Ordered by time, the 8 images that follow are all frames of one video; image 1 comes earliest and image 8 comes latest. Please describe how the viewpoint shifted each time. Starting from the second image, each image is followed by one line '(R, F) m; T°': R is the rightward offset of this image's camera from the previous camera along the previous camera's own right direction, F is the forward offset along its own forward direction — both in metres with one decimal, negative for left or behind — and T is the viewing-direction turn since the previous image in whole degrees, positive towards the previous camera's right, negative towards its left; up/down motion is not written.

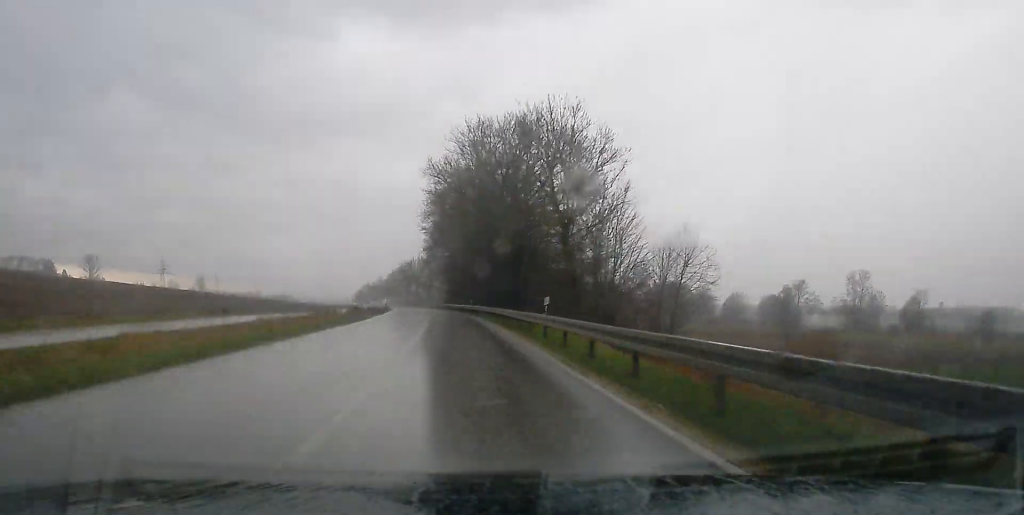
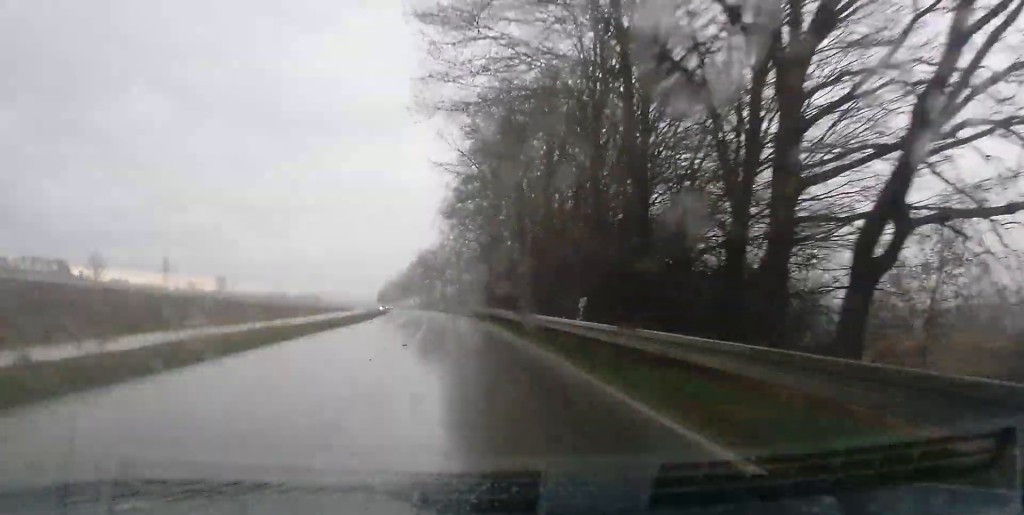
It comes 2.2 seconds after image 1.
(-1.2, +53.3) m; -2°
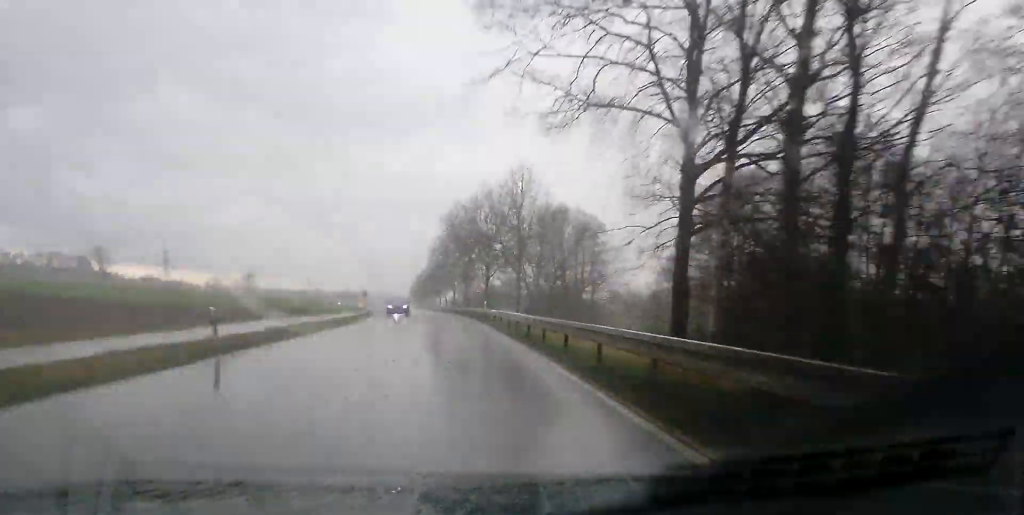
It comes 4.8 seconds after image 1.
(-1.0, +65.0) m; -3°
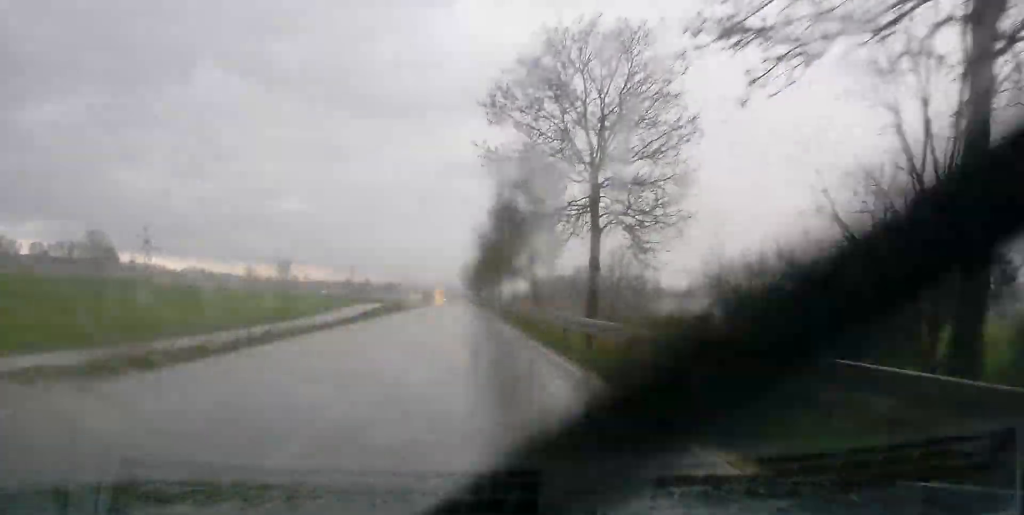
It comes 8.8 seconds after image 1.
(-4.2, +98.7) m; -4°
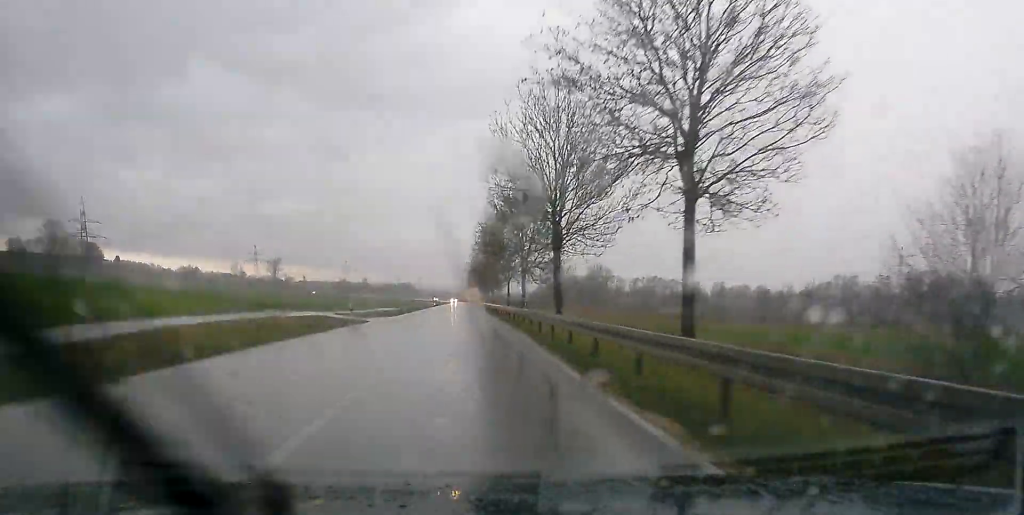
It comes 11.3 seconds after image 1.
(-0.6, +61.9) m; -1°
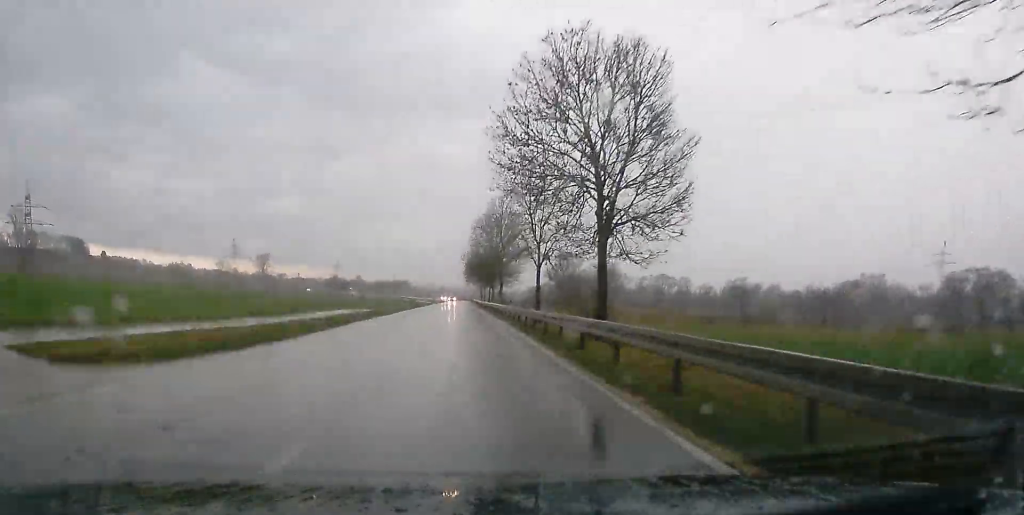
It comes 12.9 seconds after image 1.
(-0.2, +38.9) m; 0°
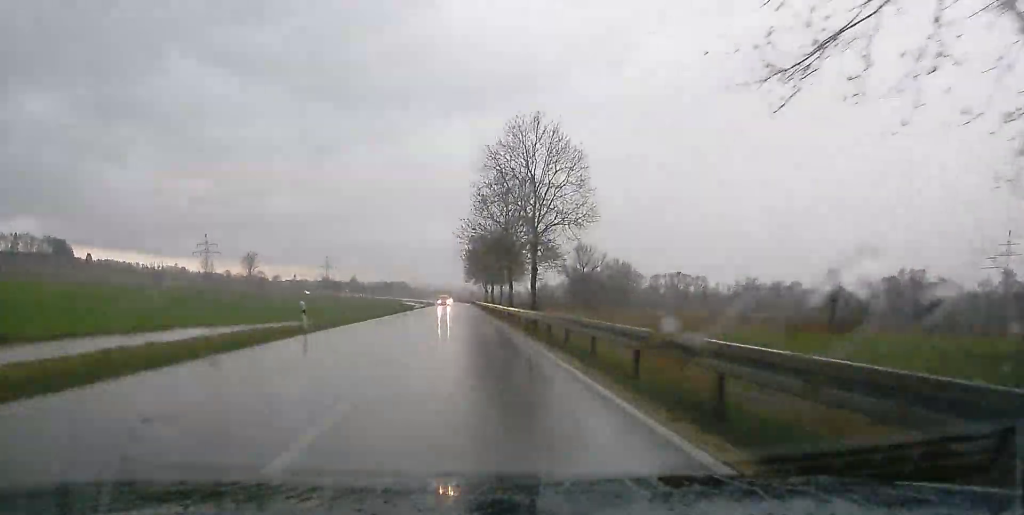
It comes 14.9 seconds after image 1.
(0.0, +46.4) m; 0°
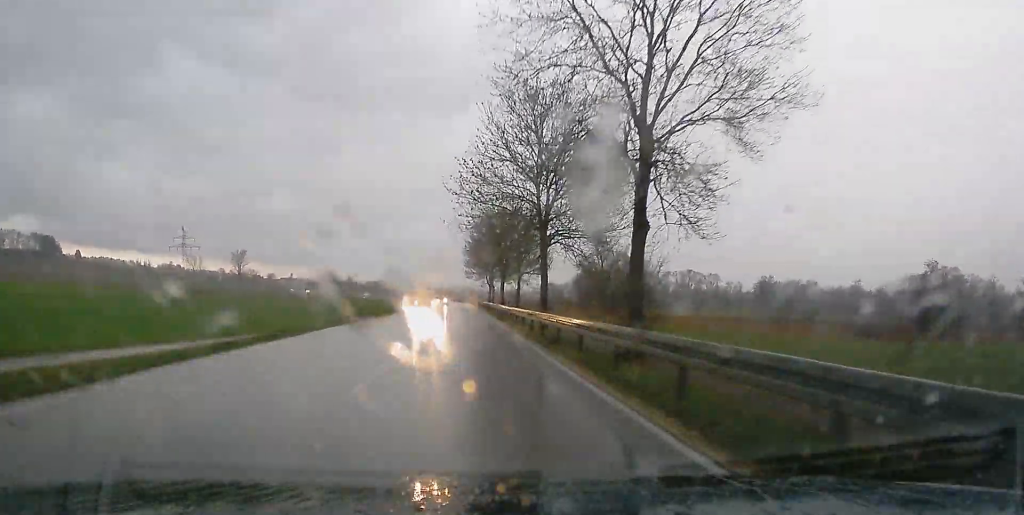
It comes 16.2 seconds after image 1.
(+0.1, +30.5) m; 0°
